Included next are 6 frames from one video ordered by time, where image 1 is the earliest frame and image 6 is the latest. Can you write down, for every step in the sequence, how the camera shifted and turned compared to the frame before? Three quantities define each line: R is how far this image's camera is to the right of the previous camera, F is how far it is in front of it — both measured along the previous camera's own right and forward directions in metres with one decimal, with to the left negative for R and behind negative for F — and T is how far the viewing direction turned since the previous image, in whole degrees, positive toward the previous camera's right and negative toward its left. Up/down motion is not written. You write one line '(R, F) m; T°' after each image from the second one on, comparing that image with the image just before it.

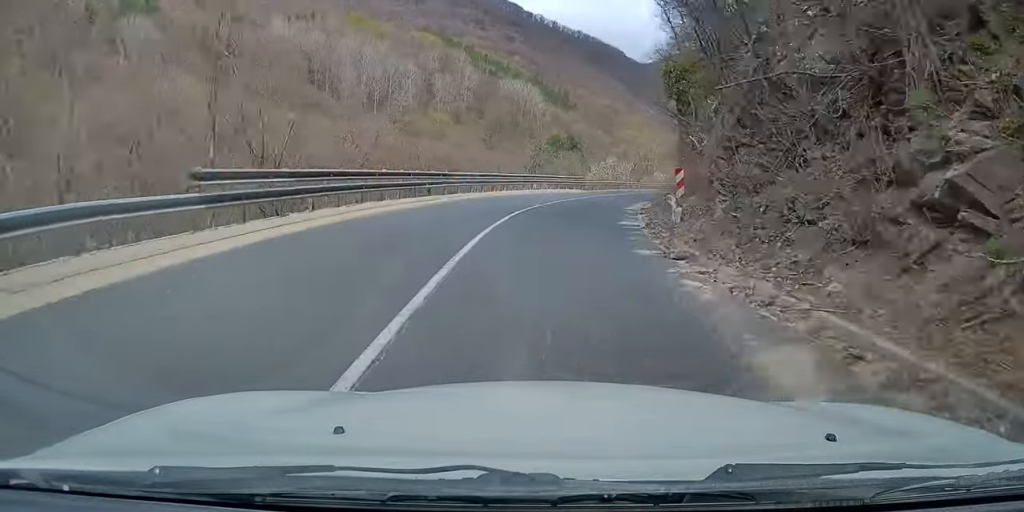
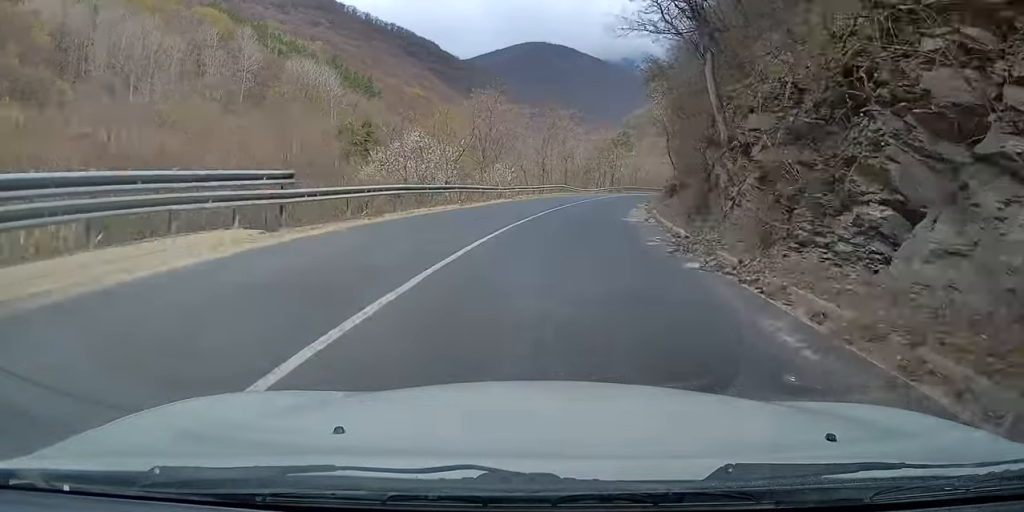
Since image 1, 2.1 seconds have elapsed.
(+5.5, +40.9) m; +15°
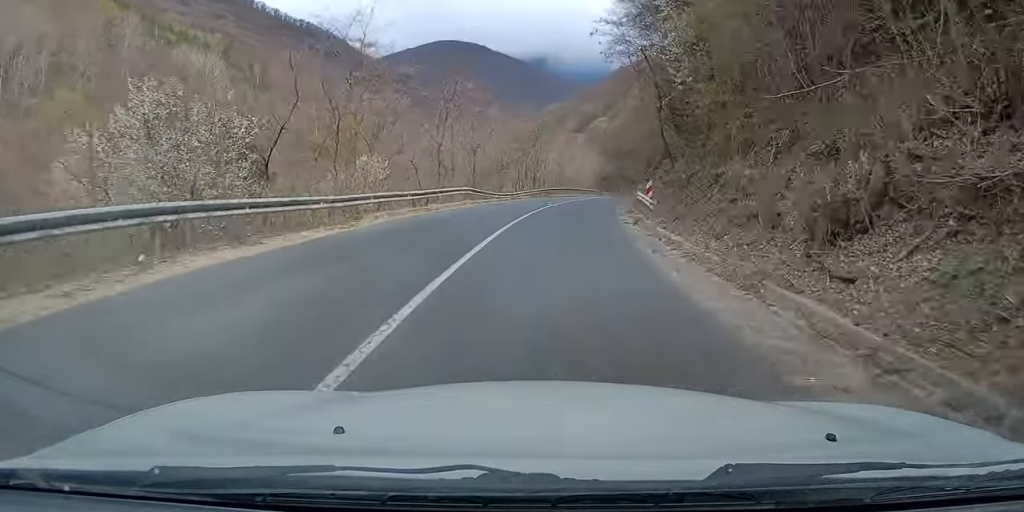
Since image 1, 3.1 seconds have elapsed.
(+1.2, +18.9) m; +6°
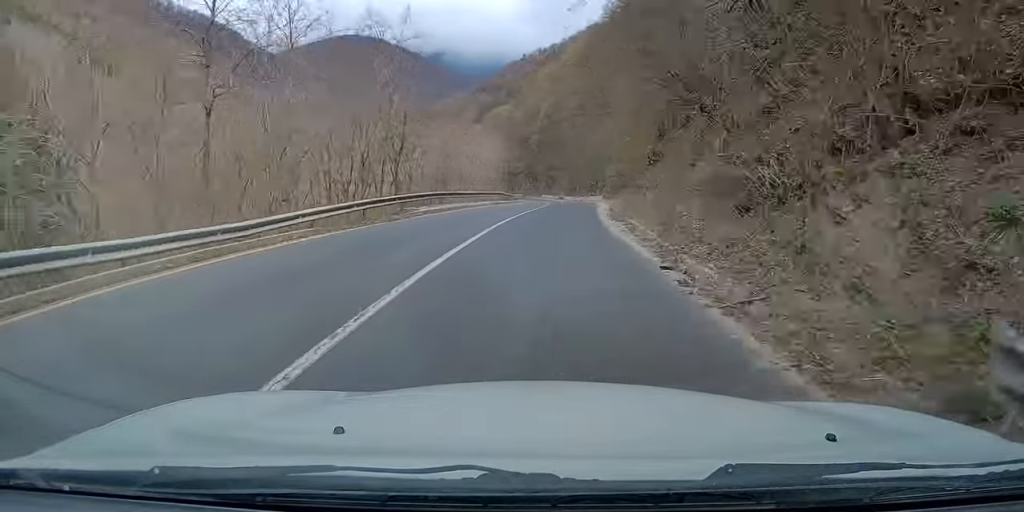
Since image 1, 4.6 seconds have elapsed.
(+2.3, +30.9) m; +6°
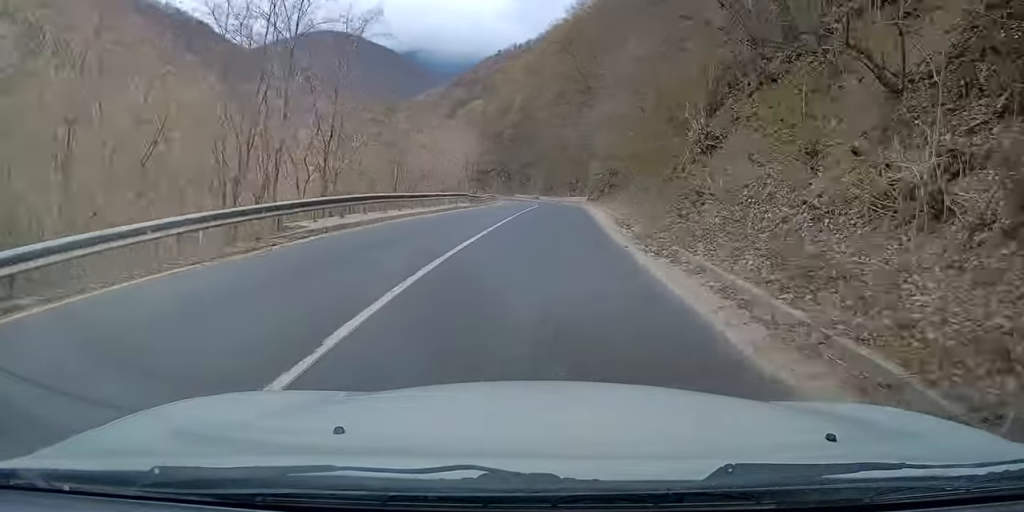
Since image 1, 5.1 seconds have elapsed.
(+0.1, +10.2) m; 0°
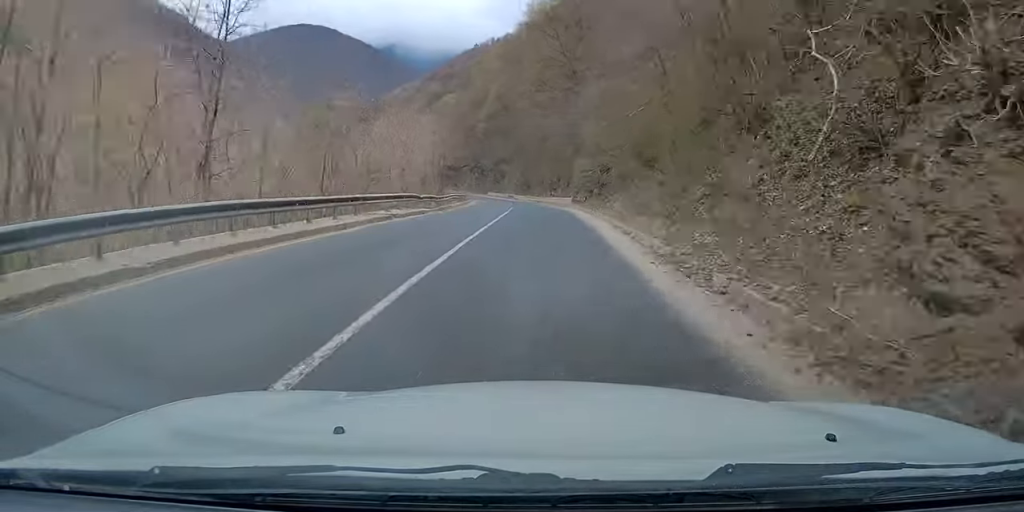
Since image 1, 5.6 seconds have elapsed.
(0.0, +10.3) m; 0°
